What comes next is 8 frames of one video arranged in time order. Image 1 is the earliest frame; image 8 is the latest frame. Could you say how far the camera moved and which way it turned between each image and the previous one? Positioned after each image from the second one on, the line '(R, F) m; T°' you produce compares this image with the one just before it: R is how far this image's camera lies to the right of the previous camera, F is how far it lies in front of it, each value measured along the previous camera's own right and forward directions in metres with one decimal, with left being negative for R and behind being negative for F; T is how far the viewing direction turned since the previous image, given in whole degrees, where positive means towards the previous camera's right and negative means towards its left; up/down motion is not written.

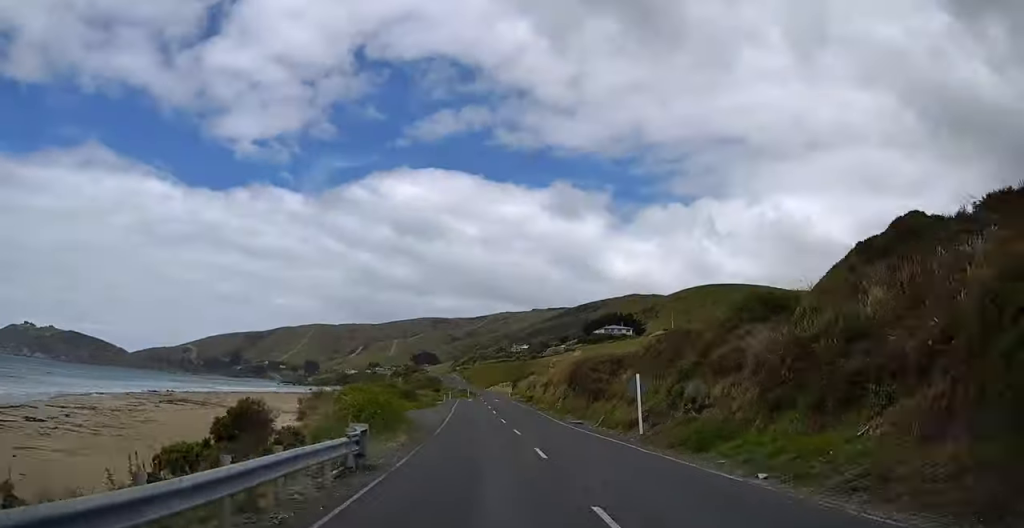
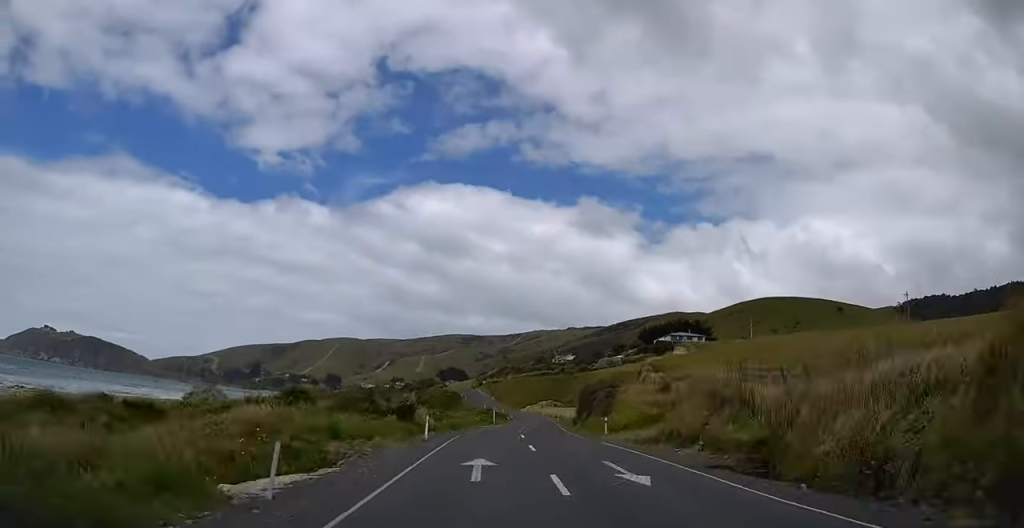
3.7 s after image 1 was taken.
(-2.3, +64.3) m; 0°
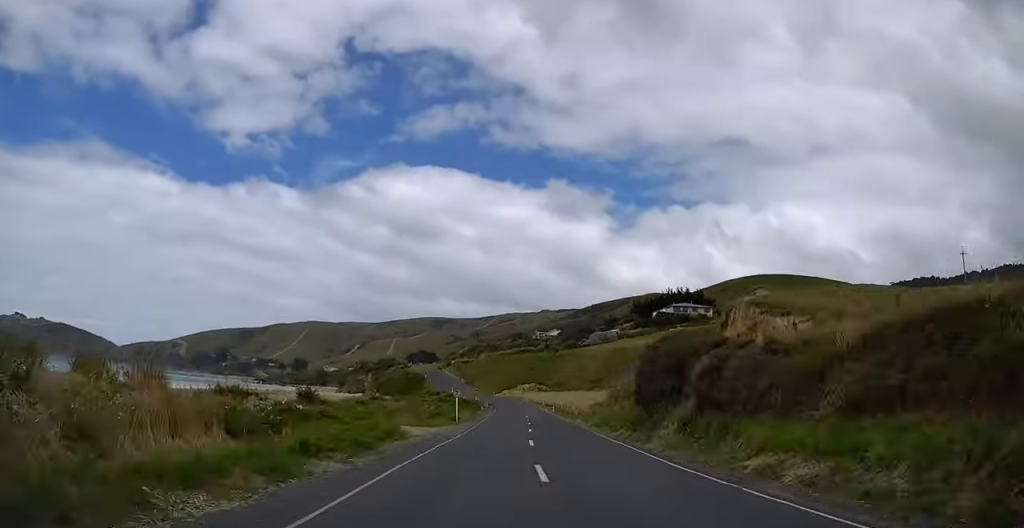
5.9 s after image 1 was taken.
(+1.0, +36.8) m; +1°
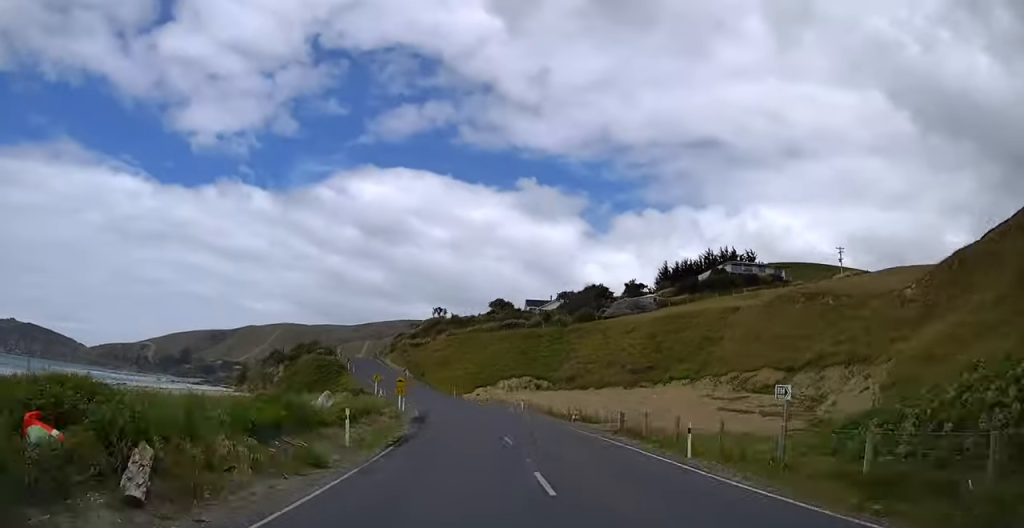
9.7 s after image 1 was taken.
(+0.5, +64.6) m; -3°
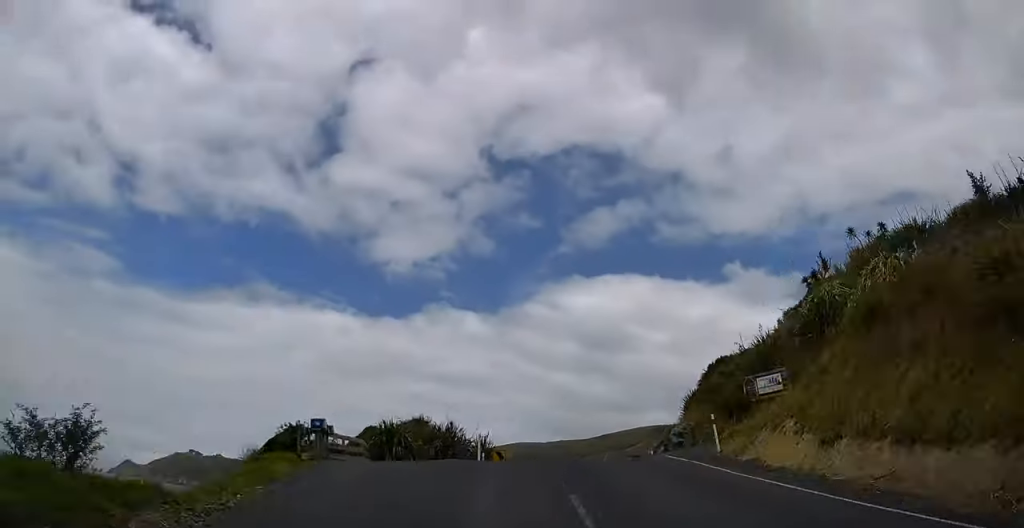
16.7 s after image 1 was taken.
(-10.5, +99.9) m; -10°
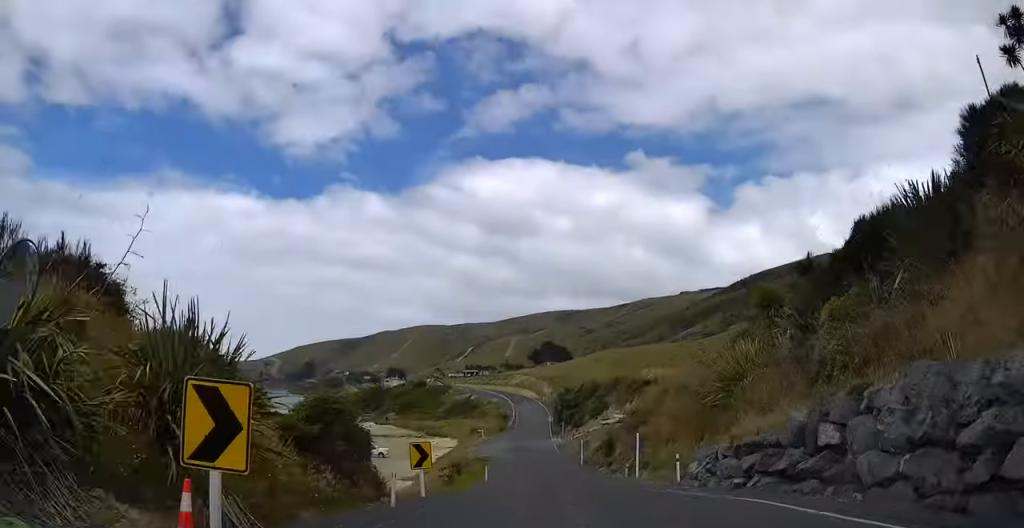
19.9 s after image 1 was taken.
(-0.3, +39.8) m; +2°
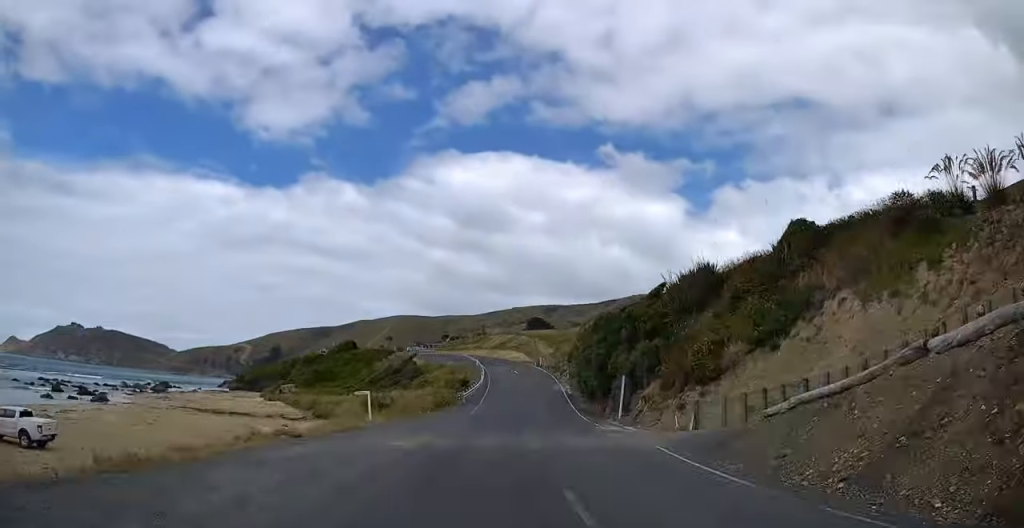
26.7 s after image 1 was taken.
(+3.6, +85.2) m; +2°
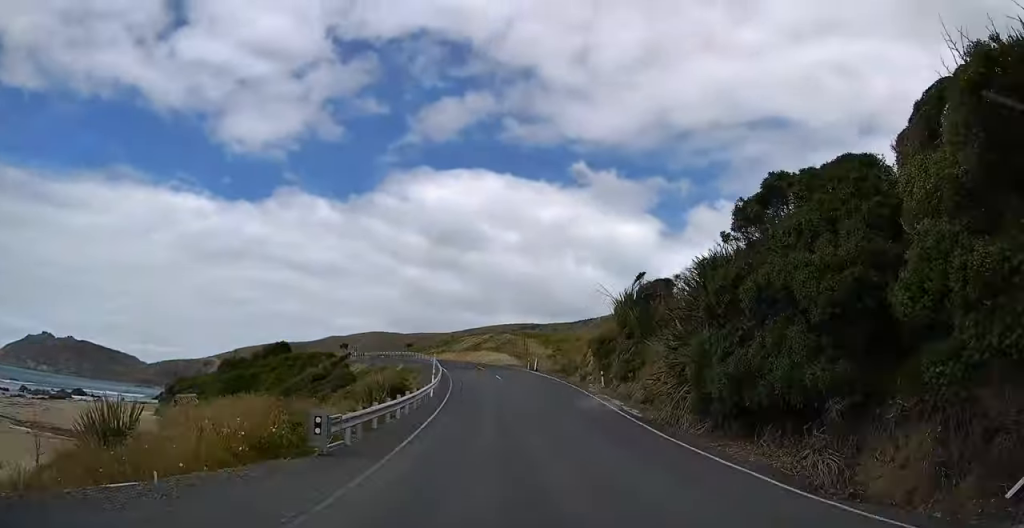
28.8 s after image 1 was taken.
(-0.1, +28.5) m; -2°
